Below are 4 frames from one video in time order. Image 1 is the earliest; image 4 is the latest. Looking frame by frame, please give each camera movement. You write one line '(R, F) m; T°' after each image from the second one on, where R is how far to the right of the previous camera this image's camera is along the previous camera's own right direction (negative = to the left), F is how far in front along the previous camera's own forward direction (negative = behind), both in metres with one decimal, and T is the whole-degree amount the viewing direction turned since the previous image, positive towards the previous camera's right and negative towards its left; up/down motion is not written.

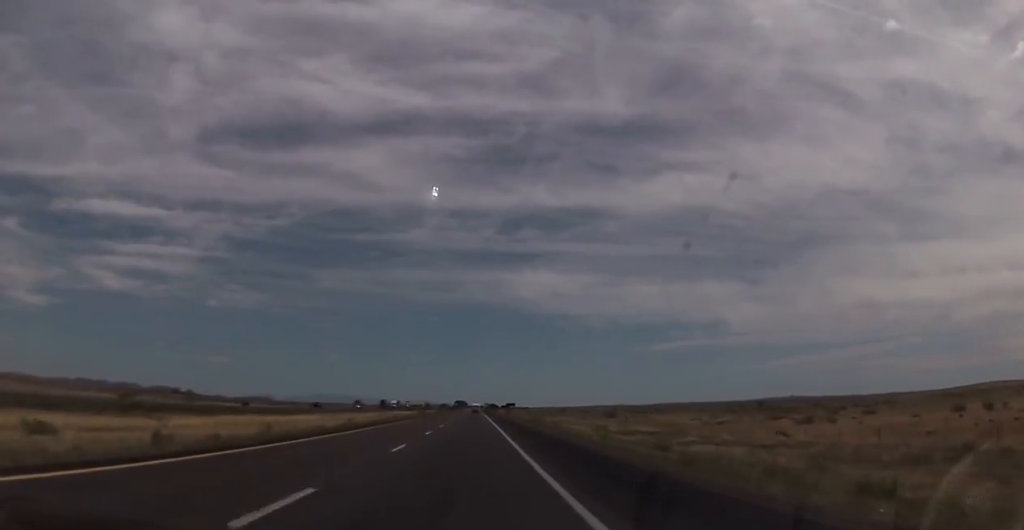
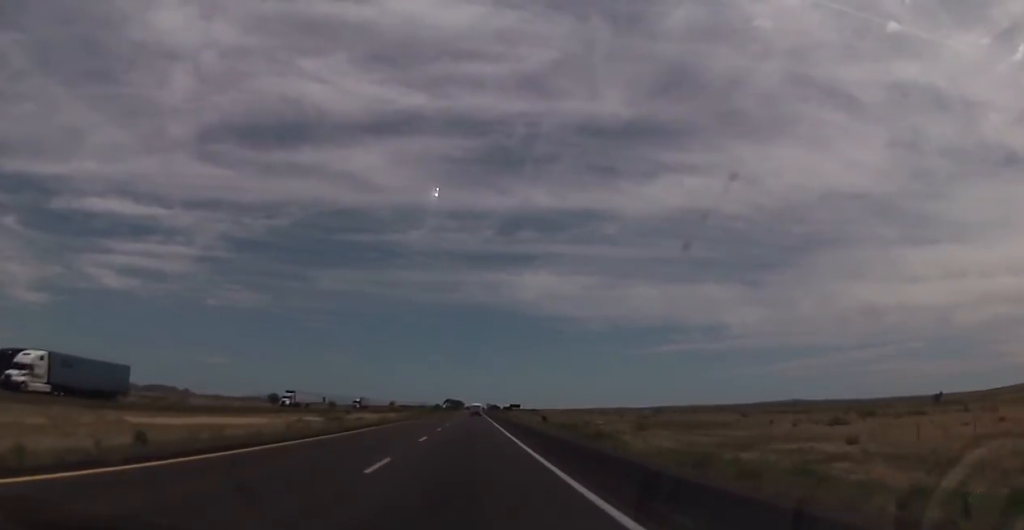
(+0.9, +154.1) m; 0°
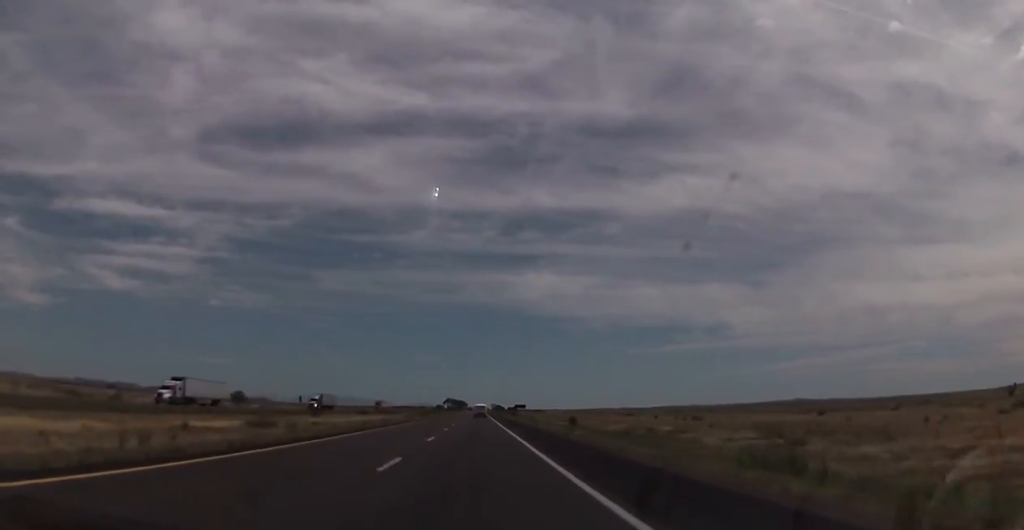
(+0.1, +36.2) m; +1°
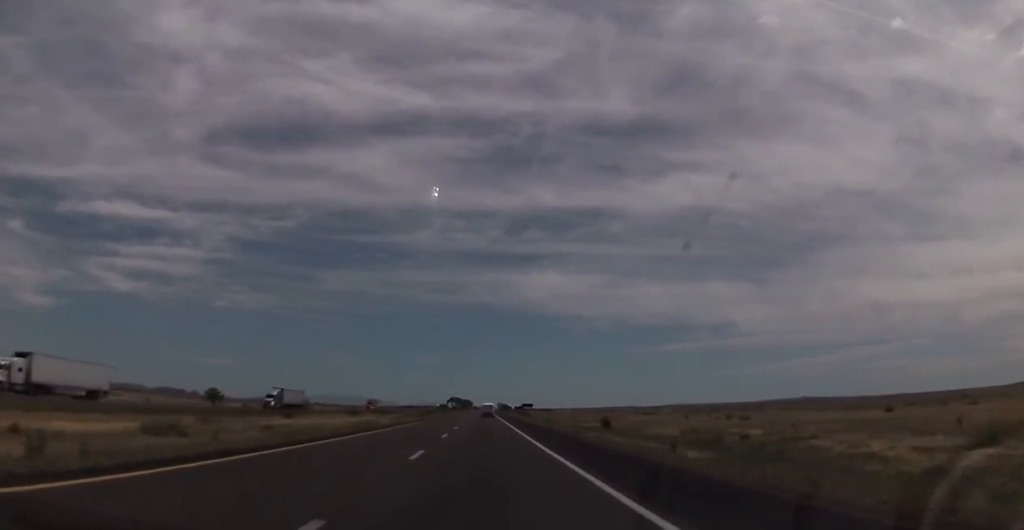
(+0.1, +21.7) m; 0°
